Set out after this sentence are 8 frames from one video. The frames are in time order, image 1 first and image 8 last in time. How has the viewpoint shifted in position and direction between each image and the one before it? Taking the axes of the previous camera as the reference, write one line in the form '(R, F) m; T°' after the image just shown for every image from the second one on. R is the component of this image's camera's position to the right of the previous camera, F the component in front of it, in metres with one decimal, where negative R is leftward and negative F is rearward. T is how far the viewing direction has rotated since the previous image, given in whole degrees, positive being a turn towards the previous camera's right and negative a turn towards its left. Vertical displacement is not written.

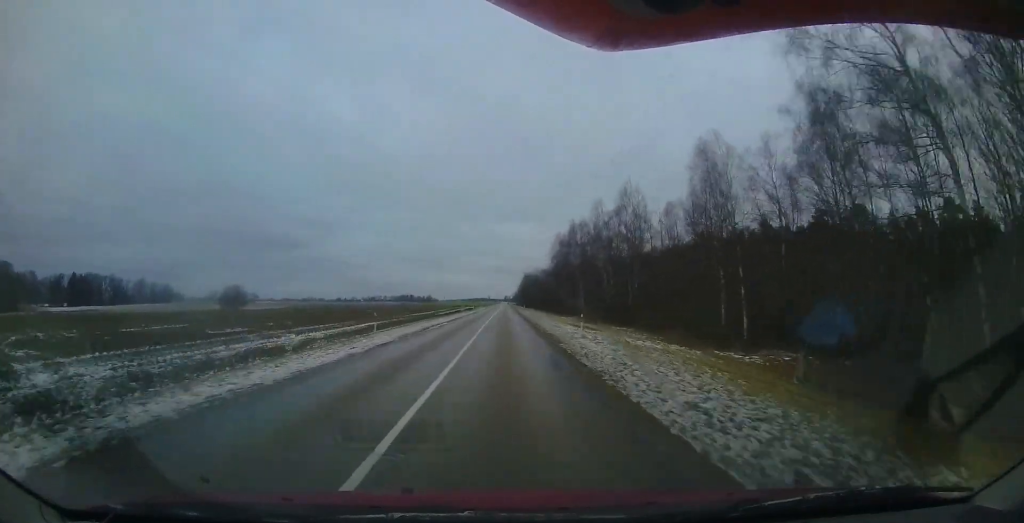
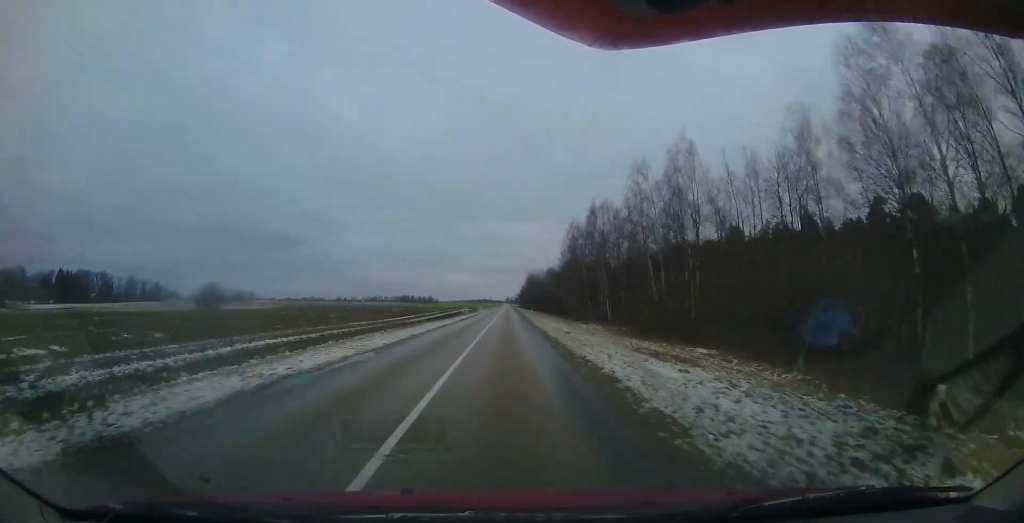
(+0.1, +14.2) m; -1°
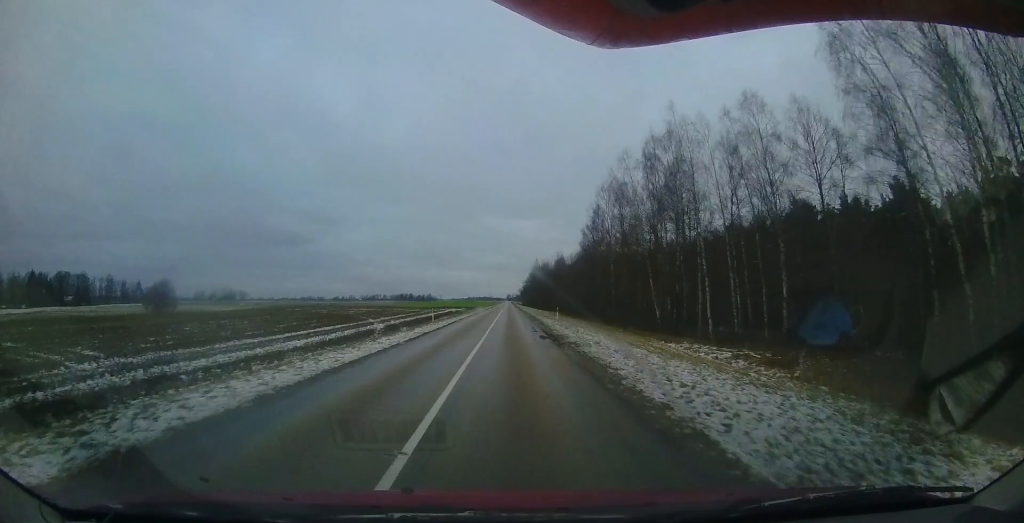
(-0.5, +24.8) m; 0°
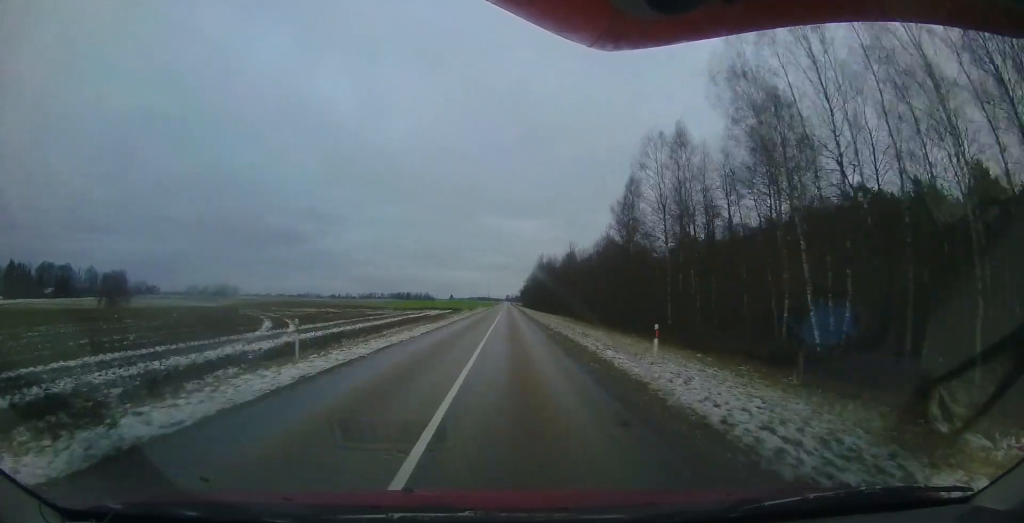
(+0.3, +18.0) m; 0°
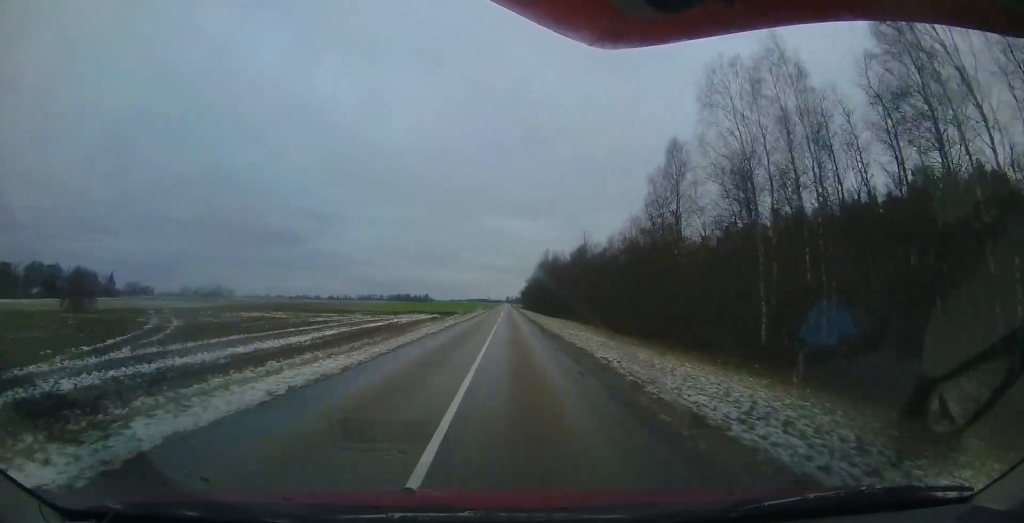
(0.0, +13.2) m; 0°
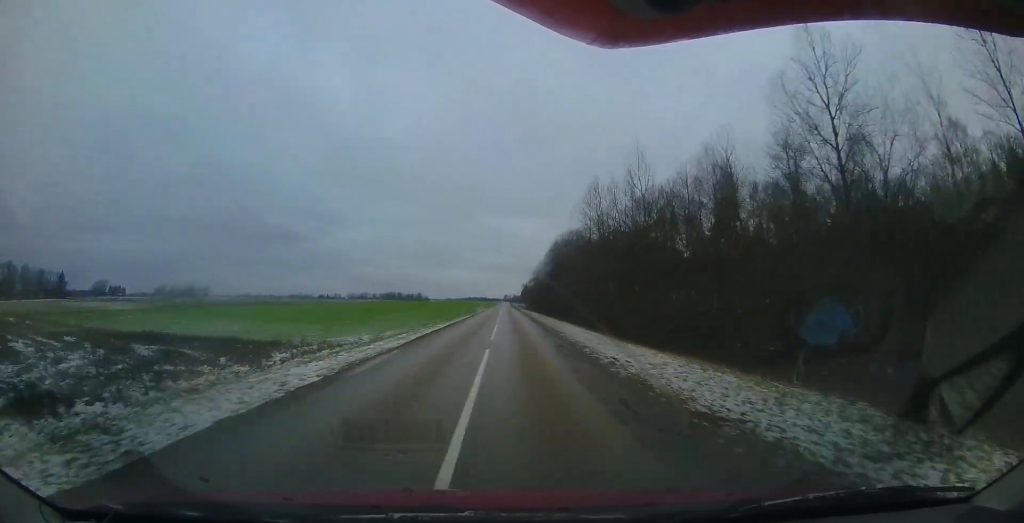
(-0.2, +49.6) m; 0°
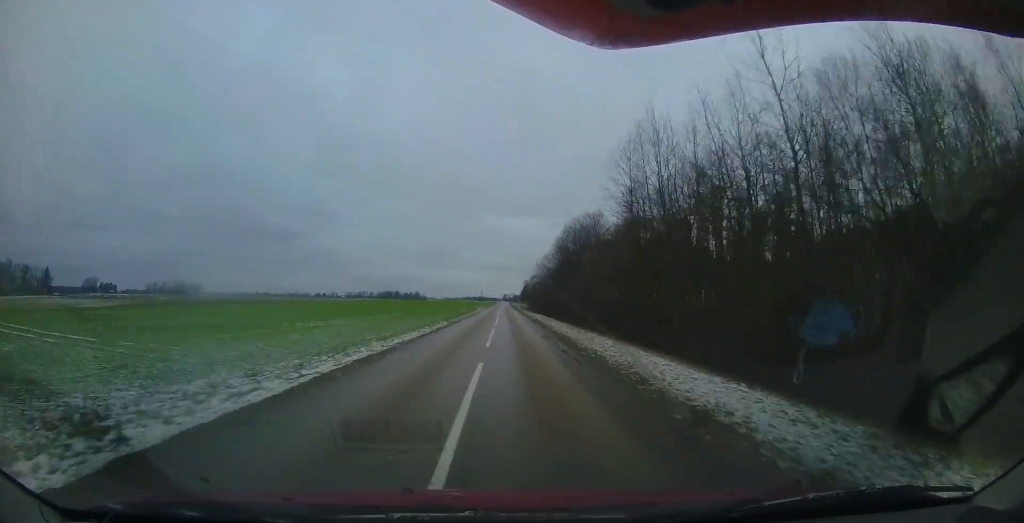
(+0.2, +14.5) m; 0°
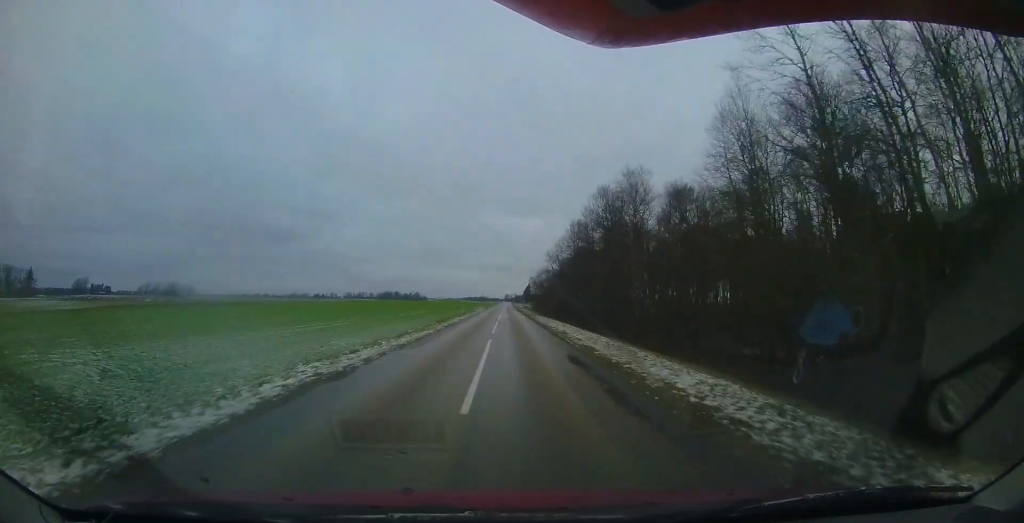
(-0.1, +19.0) m; 0°
